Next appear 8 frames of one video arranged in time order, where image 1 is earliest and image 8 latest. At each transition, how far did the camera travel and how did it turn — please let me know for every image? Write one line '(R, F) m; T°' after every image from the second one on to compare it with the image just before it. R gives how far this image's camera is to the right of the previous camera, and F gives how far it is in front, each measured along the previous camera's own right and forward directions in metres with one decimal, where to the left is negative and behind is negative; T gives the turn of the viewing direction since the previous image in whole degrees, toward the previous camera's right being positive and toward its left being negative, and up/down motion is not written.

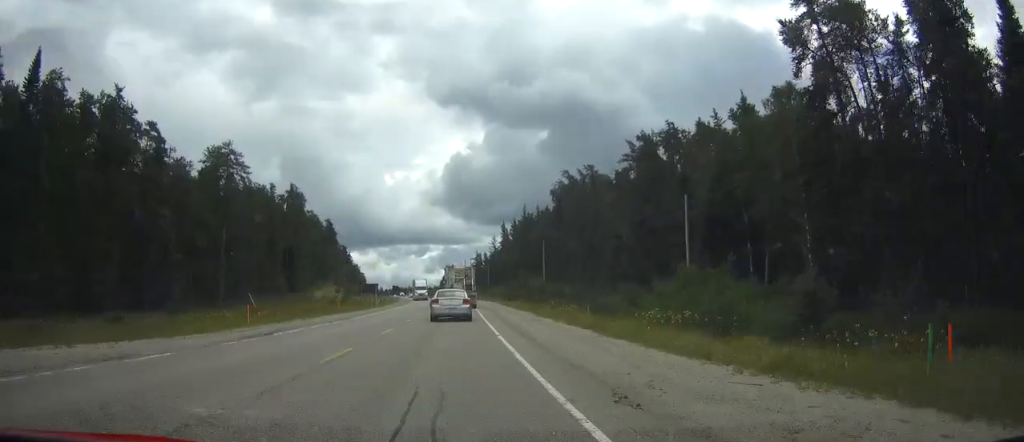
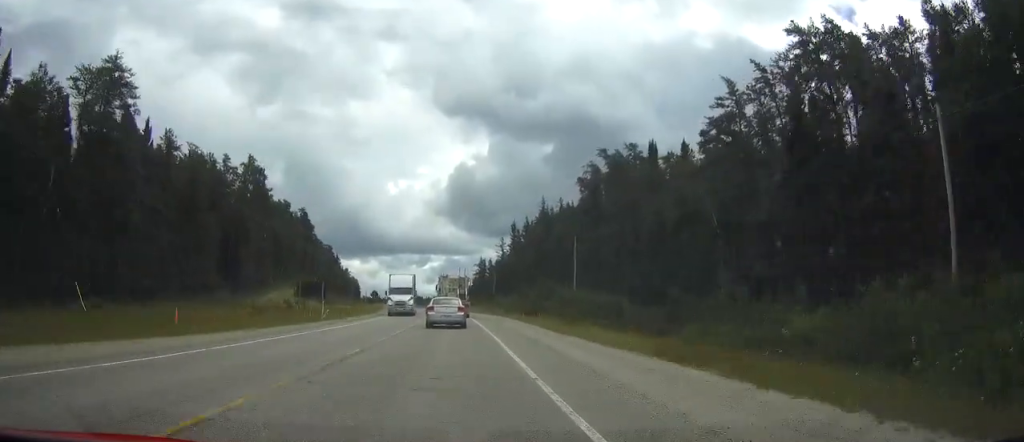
(-0.1, +34.5) m; 0°
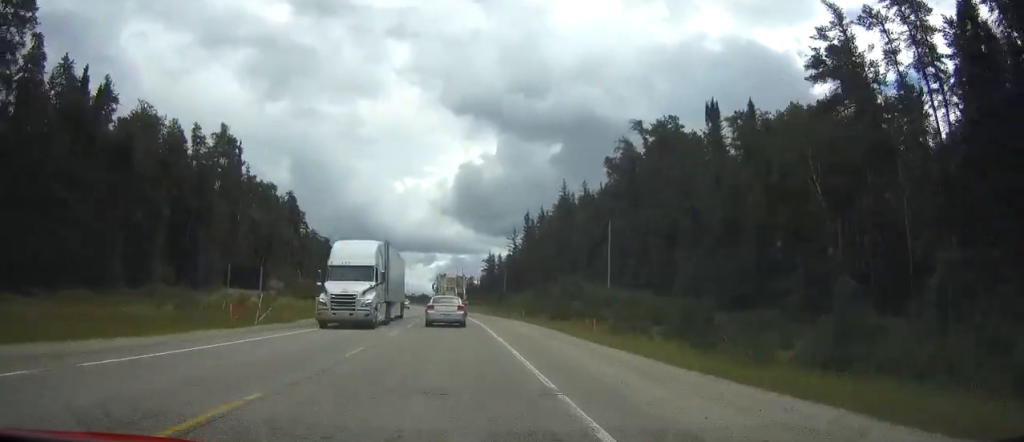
(0.0, +18.3) m; 0°
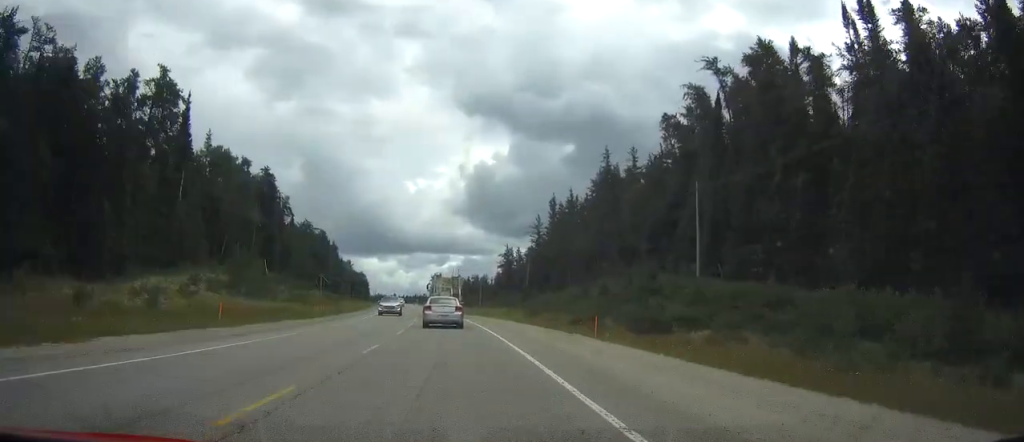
(0.0, +25.9) m; -1°
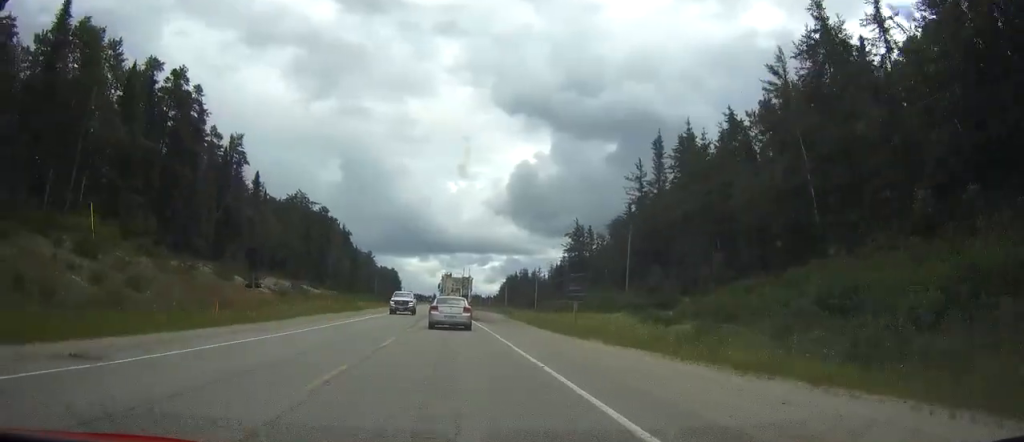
(-1.6, +50.7) m; -3°
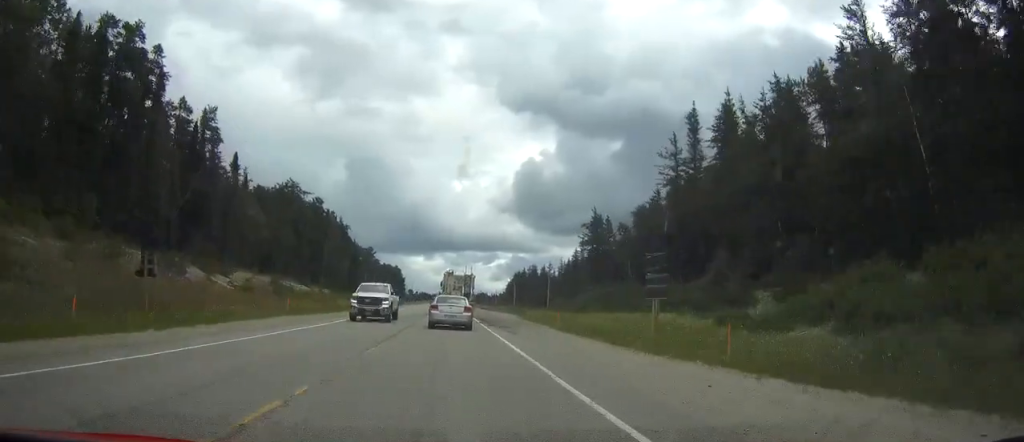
(+0.1, +11.9) m; 0°
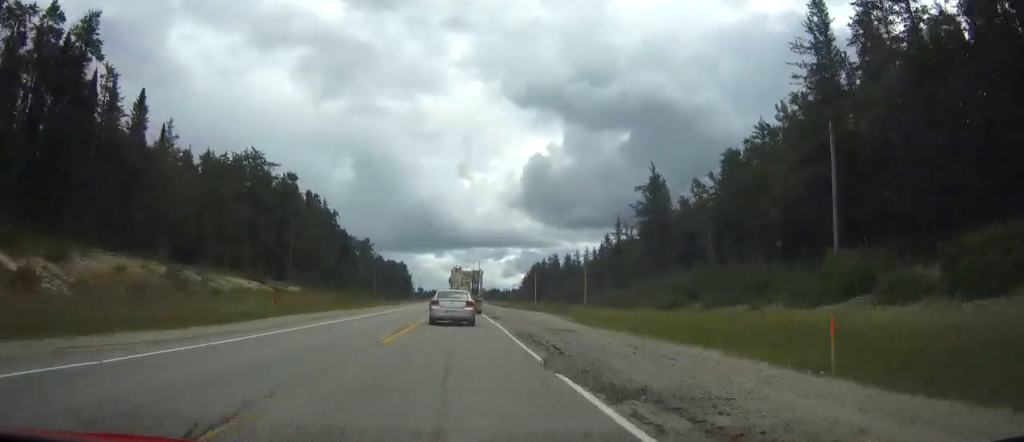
(-0.4, +29.4) m; -1°
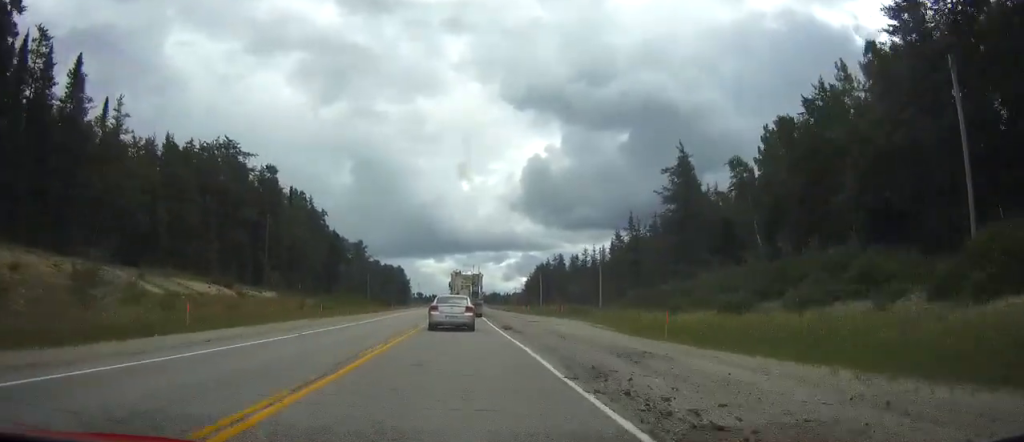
(0.0, +11.7) m; 0°
